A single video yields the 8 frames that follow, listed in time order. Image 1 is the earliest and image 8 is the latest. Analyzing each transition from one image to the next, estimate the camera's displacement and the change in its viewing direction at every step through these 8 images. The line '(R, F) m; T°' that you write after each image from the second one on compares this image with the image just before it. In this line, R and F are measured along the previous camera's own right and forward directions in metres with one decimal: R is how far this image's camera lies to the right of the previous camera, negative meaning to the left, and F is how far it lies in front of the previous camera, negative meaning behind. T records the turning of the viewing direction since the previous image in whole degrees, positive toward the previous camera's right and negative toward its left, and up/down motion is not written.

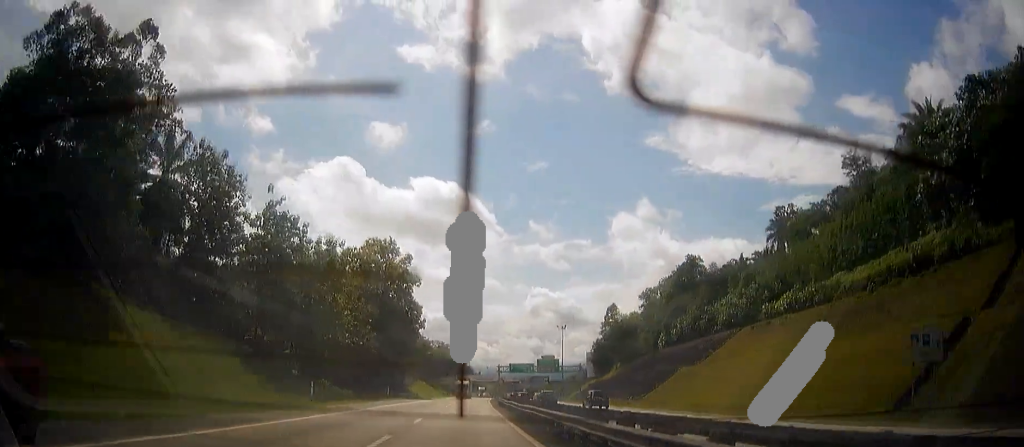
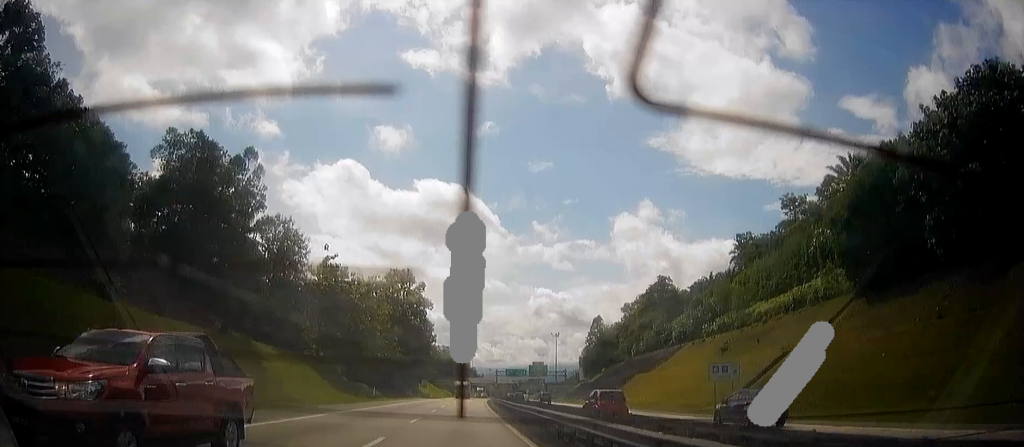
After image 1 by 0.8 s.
(+0.1, +22.3) m; +1°
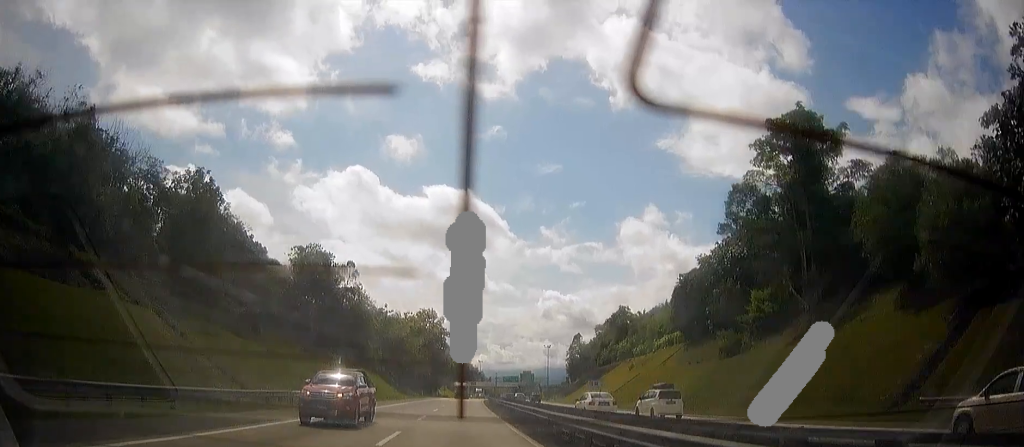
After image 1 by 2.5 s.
(+0.4, +50.9) m; +1°
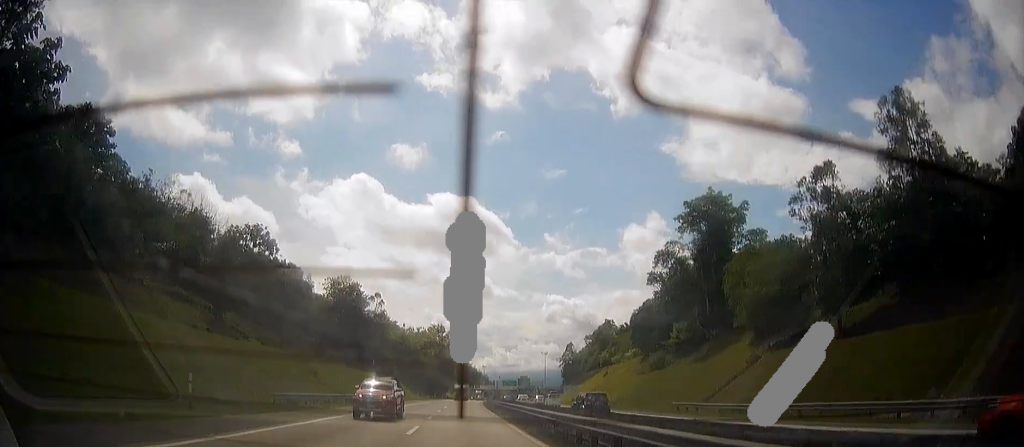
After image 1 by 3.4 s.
(+0.1, +28.5) m; +1°
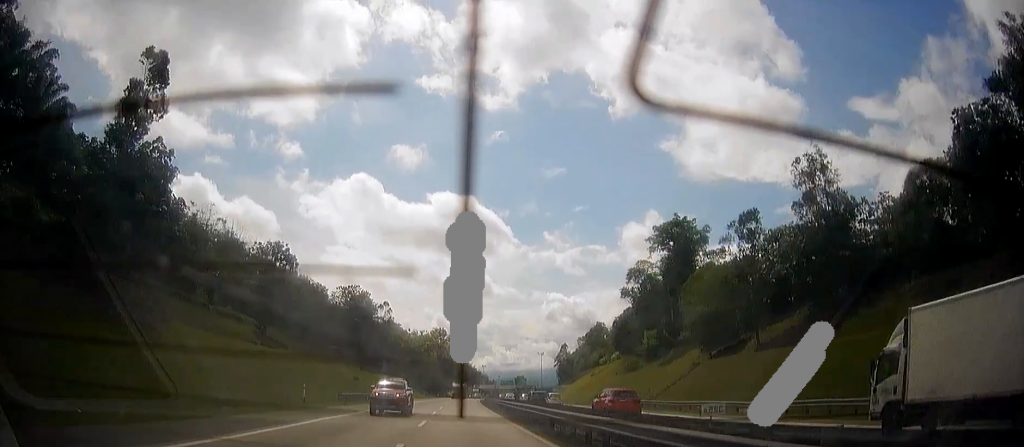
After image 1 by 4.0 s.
(+0.1, +15.5) m; 0°
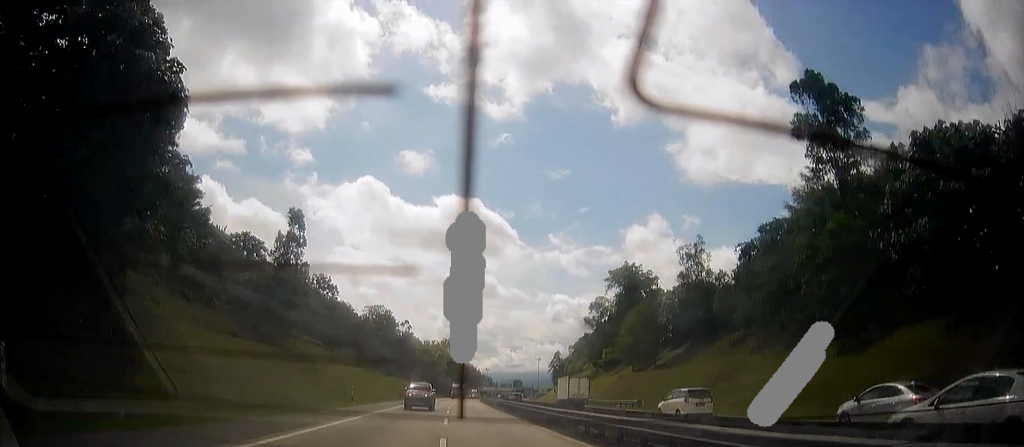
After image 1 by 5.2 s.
(+0.1, +38.1) m; 0°
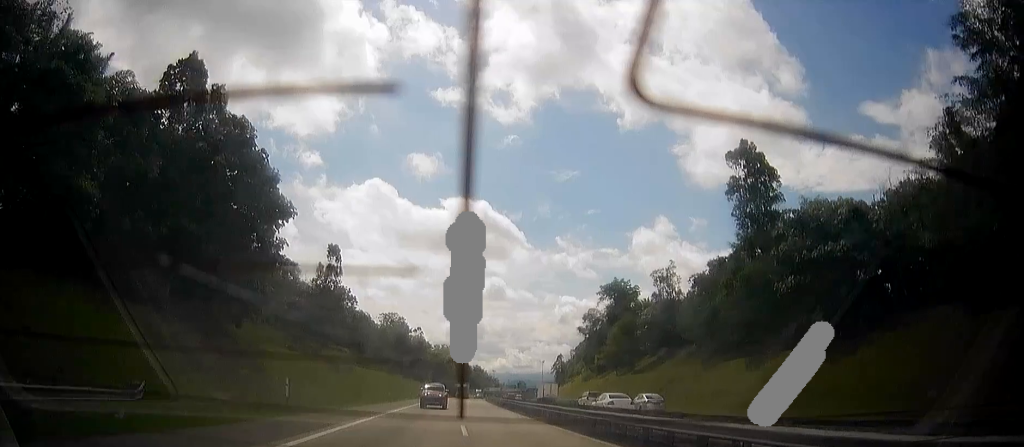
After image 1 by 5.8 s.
(0.0, +17.9) m; 0°
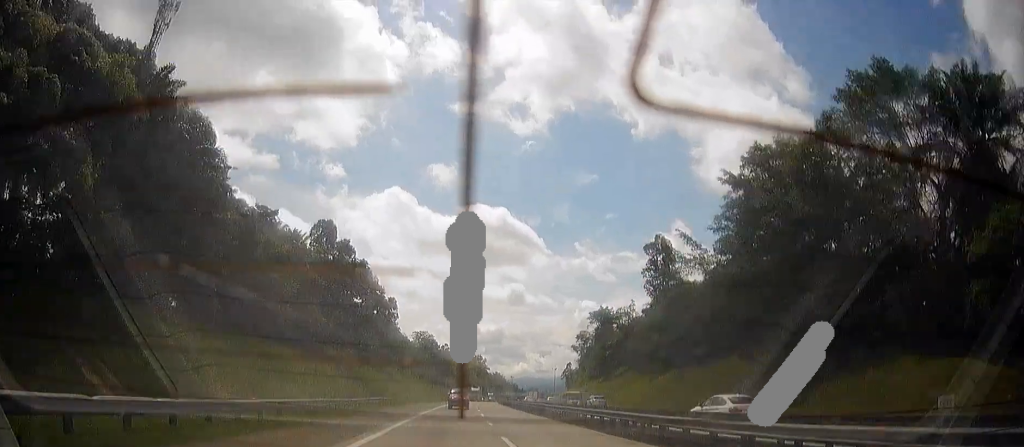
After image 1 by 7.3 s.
(+0.4, +44.1) m; +2°
